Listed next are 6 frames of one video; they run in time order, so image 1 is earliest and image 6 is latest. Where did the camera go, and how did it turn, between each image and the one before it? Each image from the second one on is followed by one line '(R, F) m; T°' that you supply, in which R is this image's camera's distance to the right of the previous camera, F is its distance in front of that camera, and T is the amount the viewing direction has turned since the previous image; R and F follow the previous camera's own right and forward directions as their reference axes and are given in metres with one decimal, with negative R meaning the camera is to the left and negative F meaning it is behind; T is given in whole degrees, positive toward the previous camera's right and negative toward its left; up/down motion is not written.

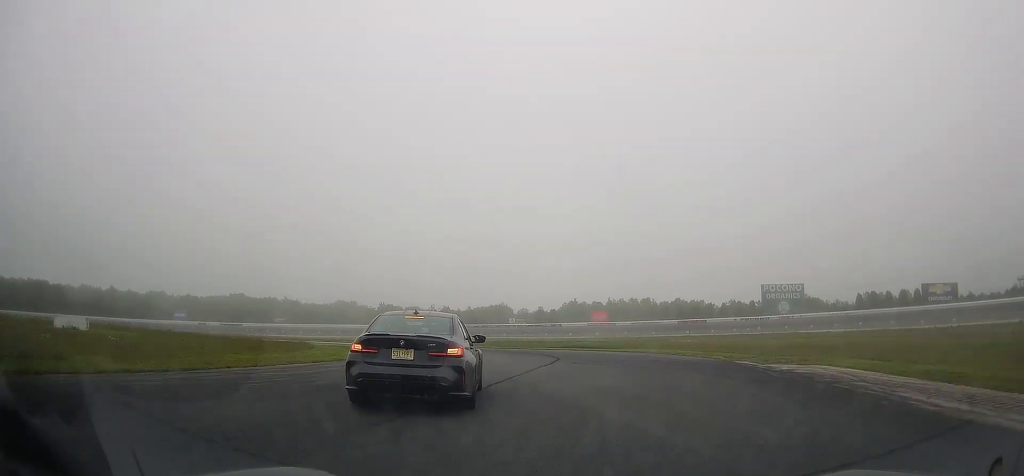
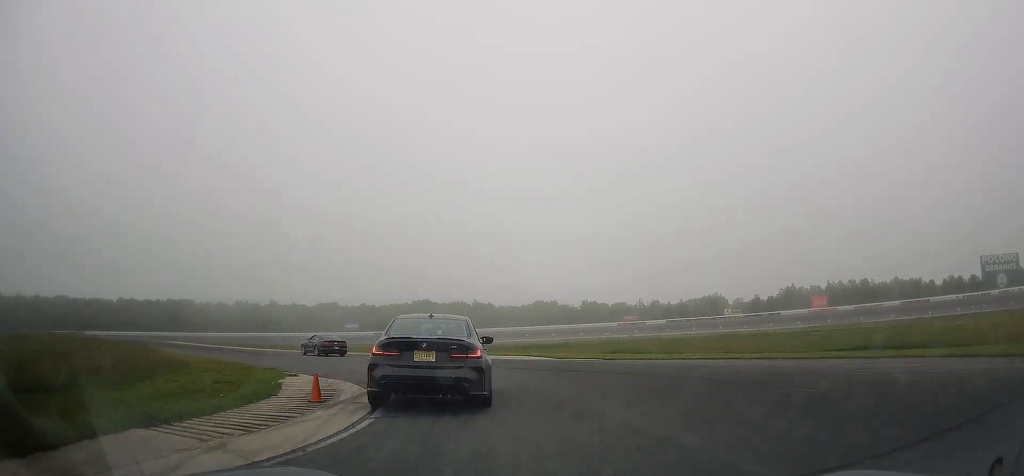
(-1.0, +27.0) m; -14°
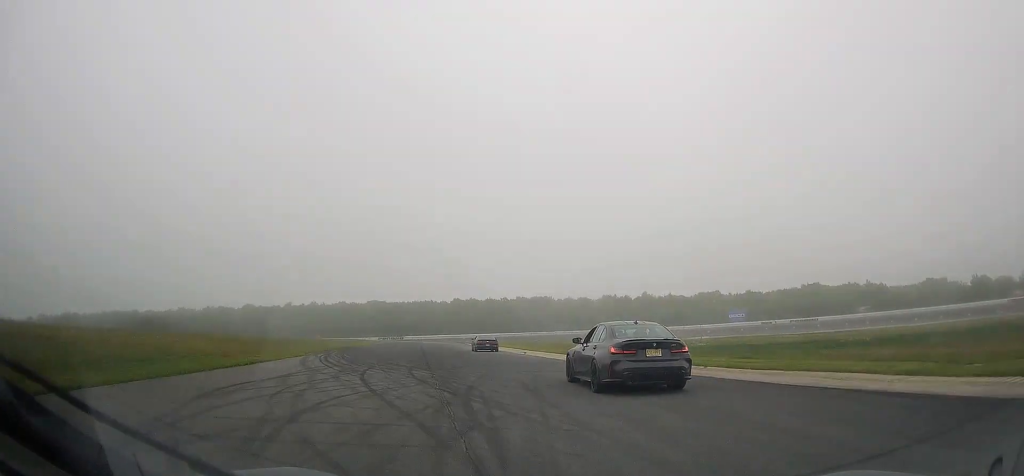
(-10.9, +26.1) m; -42°
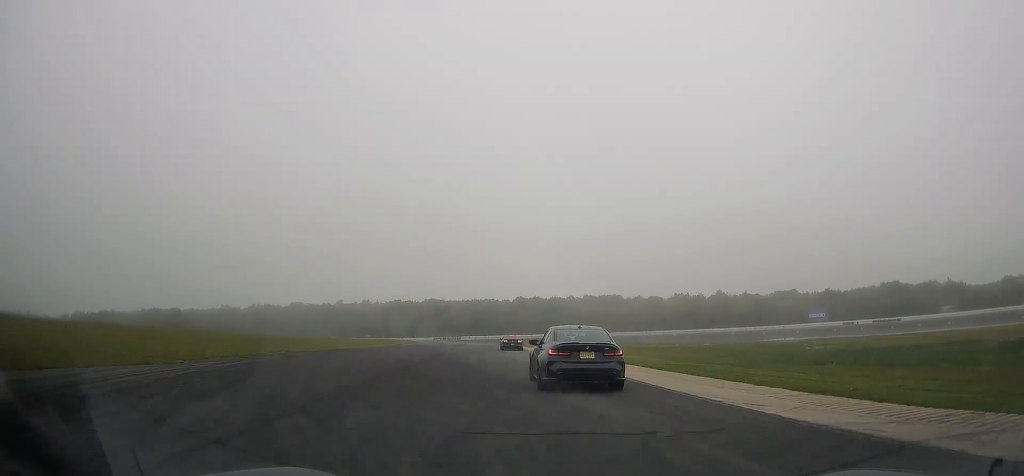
(-2.0, +17.1) m; -10°
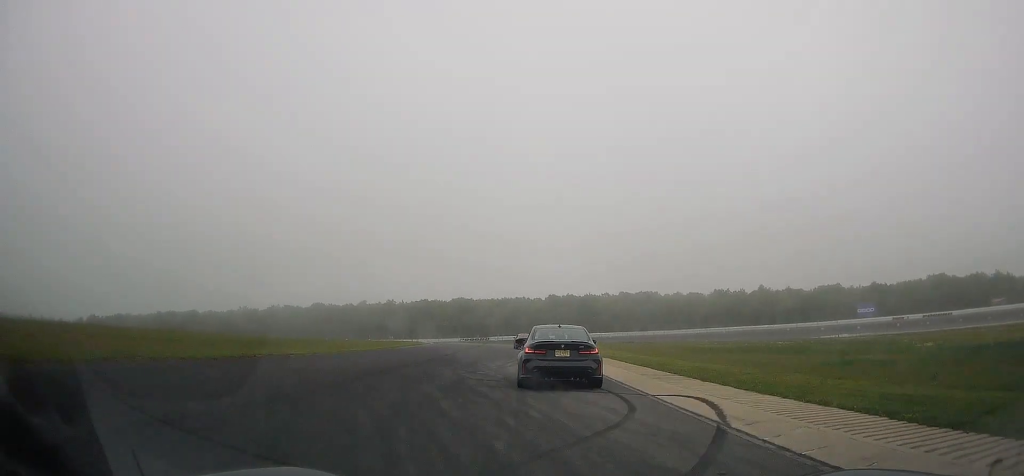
(-0.6, +14.1) m; -3°
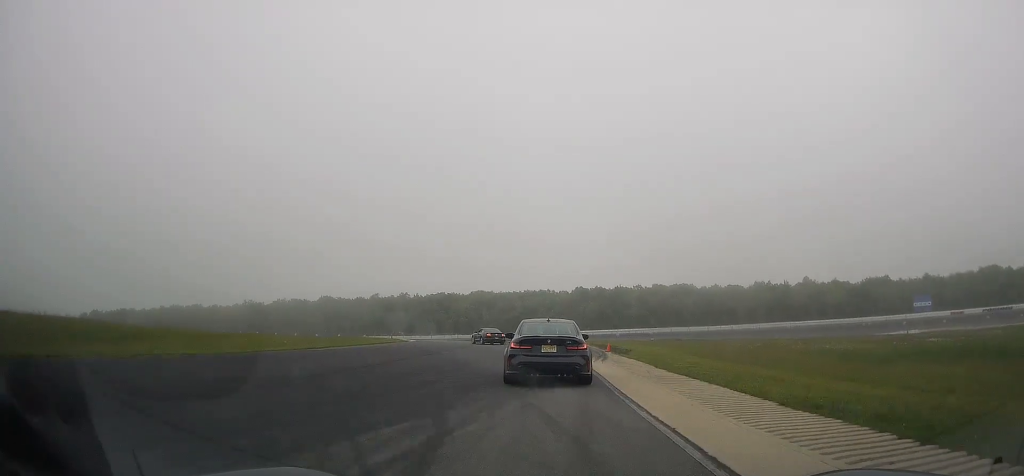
(-0.6, +22.0) m; -2°
